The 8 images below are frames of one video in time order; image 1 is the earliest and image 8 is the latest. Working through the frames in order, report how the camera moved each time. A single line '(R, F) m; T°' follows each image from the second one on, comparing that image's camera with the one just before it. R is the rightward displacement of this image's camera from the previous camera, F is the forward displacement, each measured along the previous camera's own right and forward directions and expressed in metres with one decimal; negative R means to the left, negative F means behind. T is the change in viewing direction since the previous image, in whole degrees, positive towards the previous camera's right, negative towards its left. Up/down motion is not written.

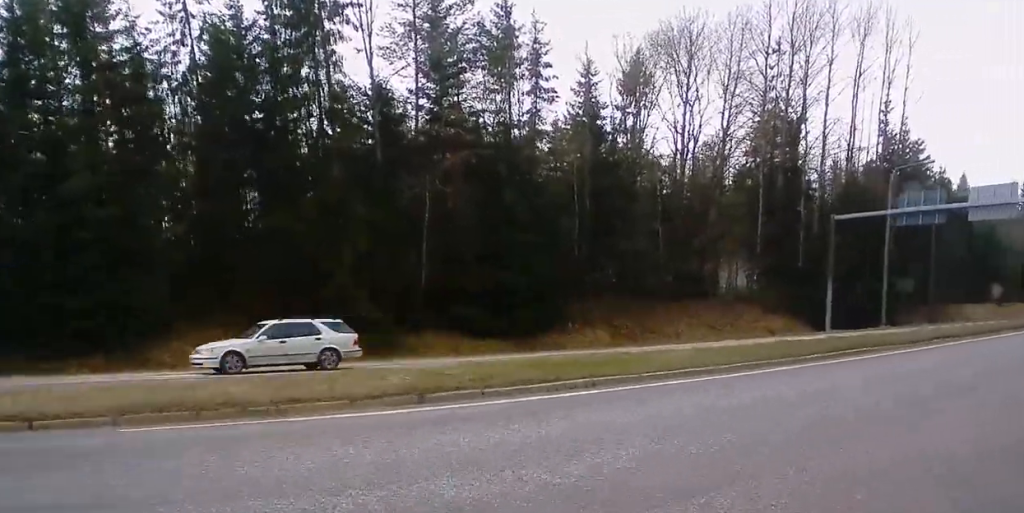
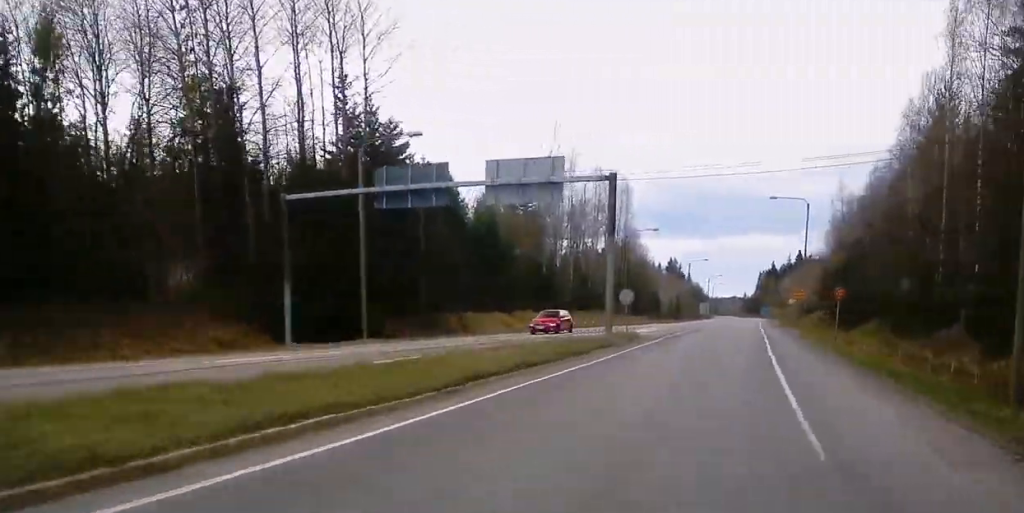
(+3.4, +13.2) m; +23°
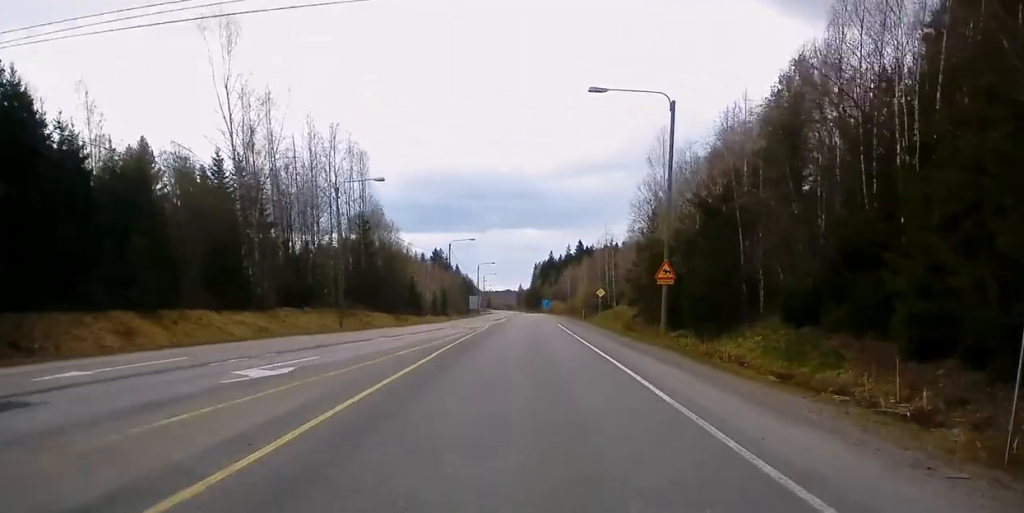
(+4.3, +32.8) m; +10°
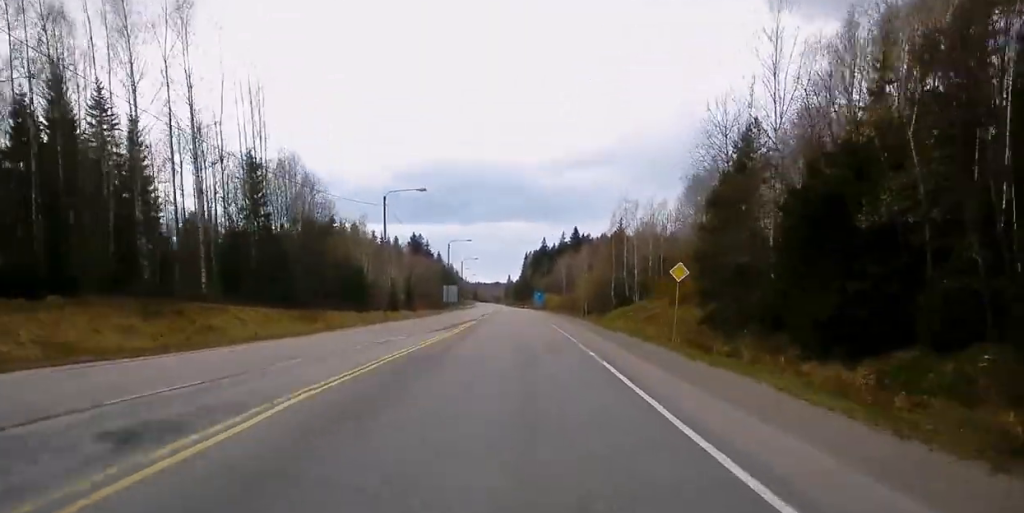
(+1.3, +39.0) m; +2°
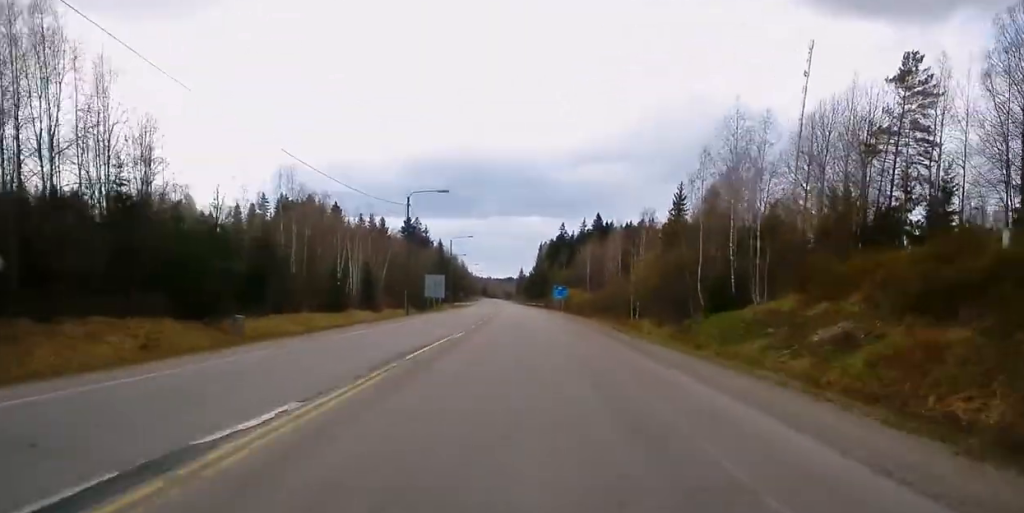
(-0.3, +48.7) m; -1°
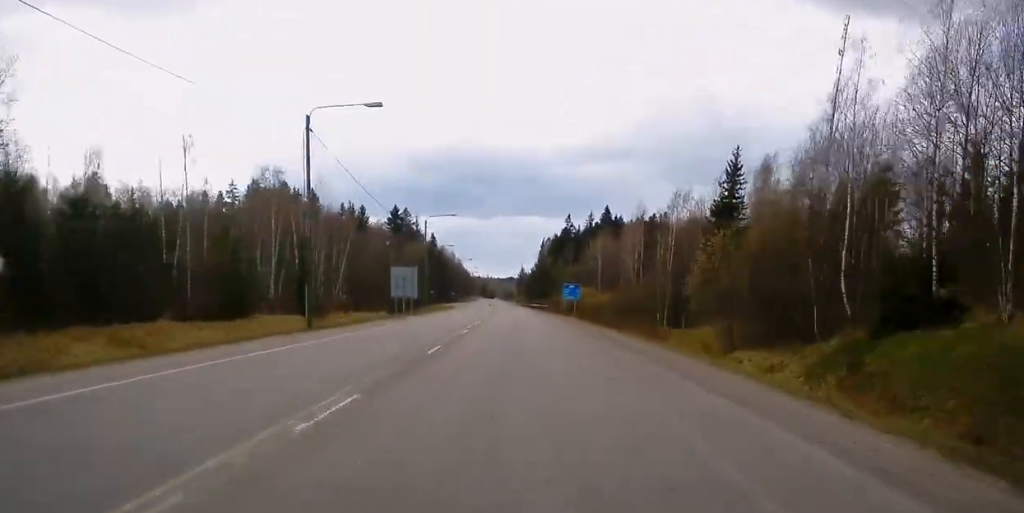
(-0.2, +30.1) m; 0°
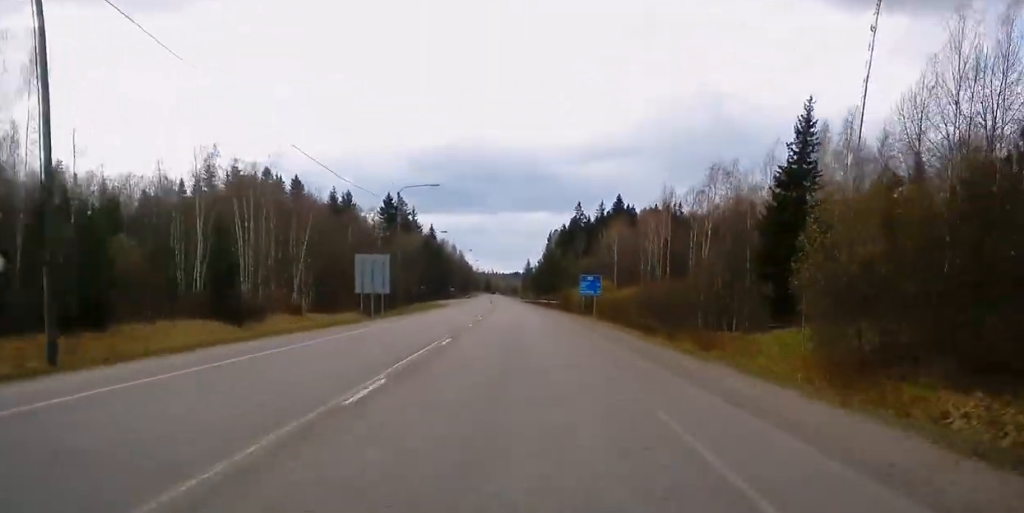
(+0.1, +21.6) m; -1°
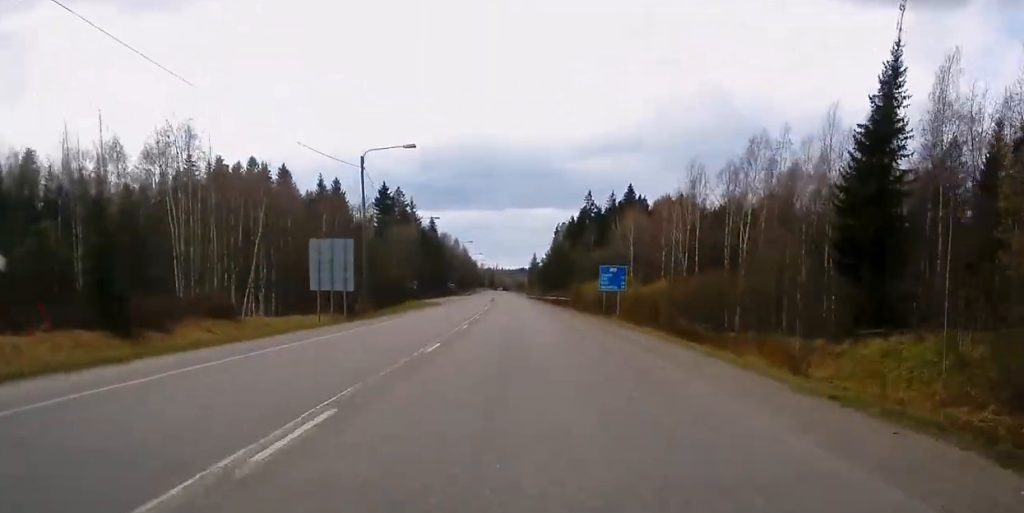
(+0.3, +16.2) m; -1°
